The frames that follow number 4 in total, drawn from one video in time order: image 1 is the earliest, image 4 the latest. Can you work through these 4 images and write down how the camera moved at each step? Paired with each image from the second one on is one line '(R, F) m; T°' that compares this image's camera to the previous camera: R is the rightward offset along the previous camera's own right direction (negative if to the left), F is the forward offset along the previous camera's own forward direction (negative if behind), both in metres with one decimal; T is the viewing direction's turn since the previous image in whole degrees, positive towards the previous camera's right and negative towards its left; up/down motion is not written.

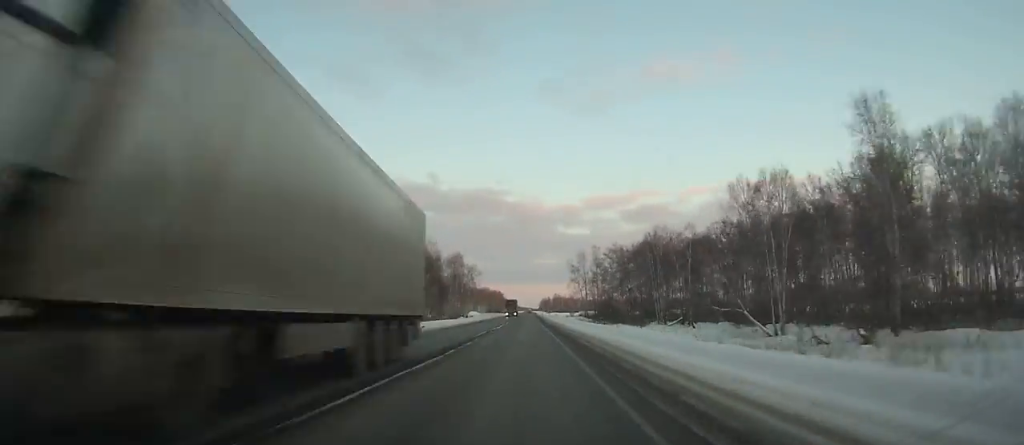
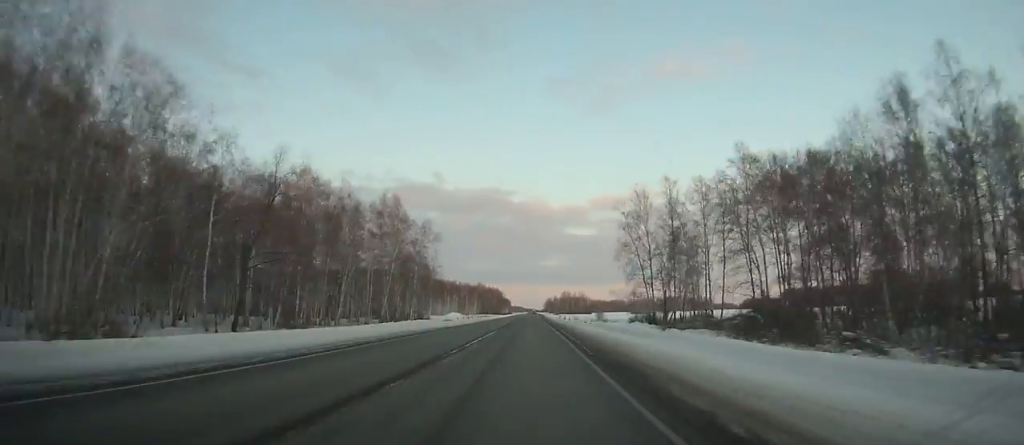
(-0.2, +93.0) m; 0°
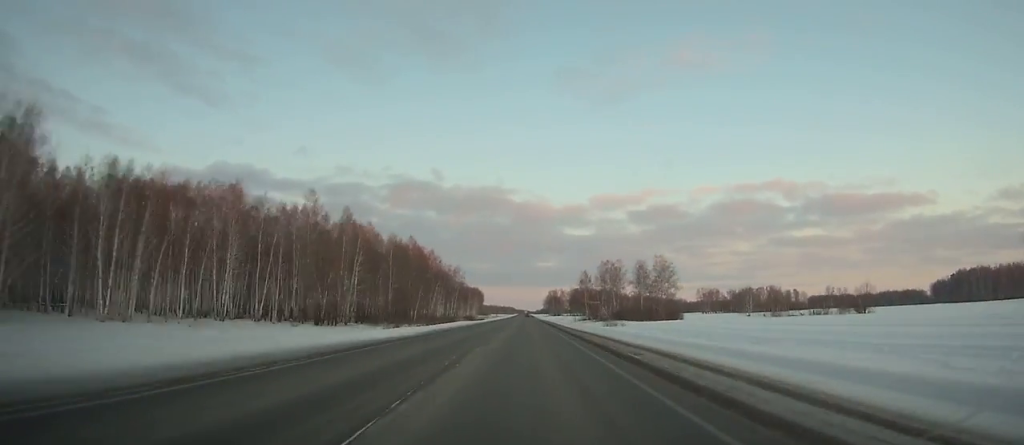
(+1.3, +316.3) m; 0°
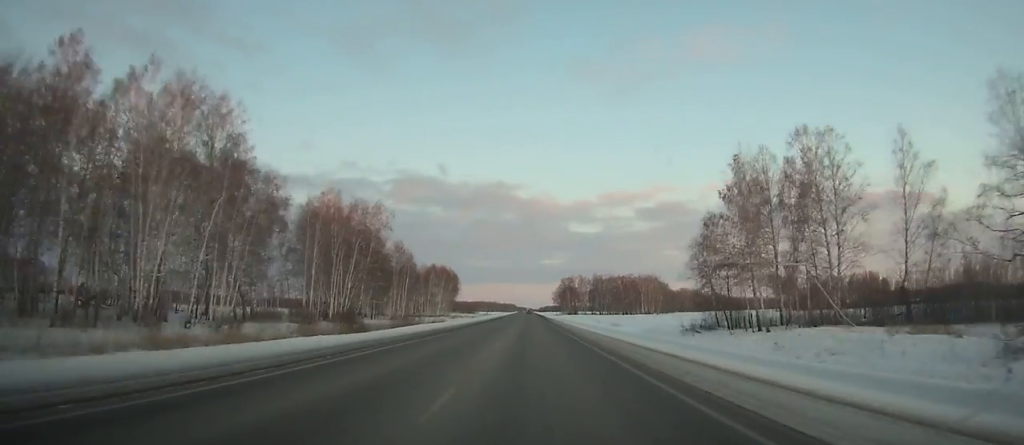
(-0.5, +141.4) m; 0°
